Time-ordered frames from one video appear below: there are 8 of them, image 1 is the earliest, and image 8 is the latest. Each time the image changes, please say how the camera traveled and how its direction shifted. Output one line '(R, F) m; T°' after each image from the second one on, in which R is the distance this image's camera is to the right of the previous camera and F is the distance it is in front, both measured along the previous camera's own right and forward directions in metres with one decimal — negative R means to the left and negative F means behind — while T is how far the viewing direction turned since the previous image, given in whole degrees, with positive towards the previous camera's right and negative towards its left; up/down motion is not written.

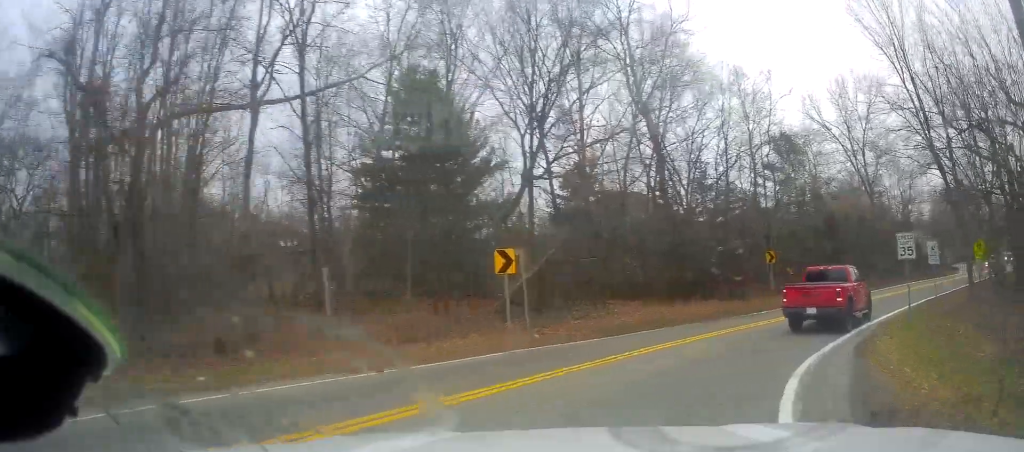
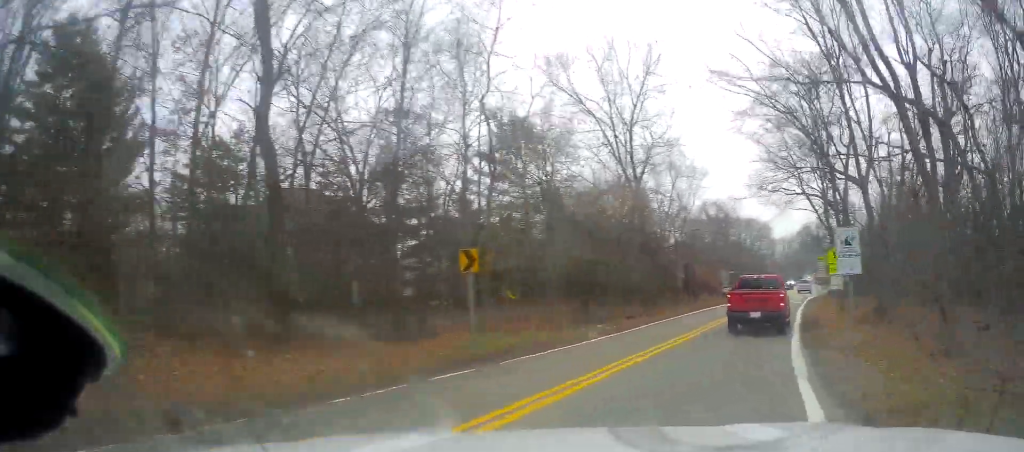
(+3.5, +12.7) m; +28°
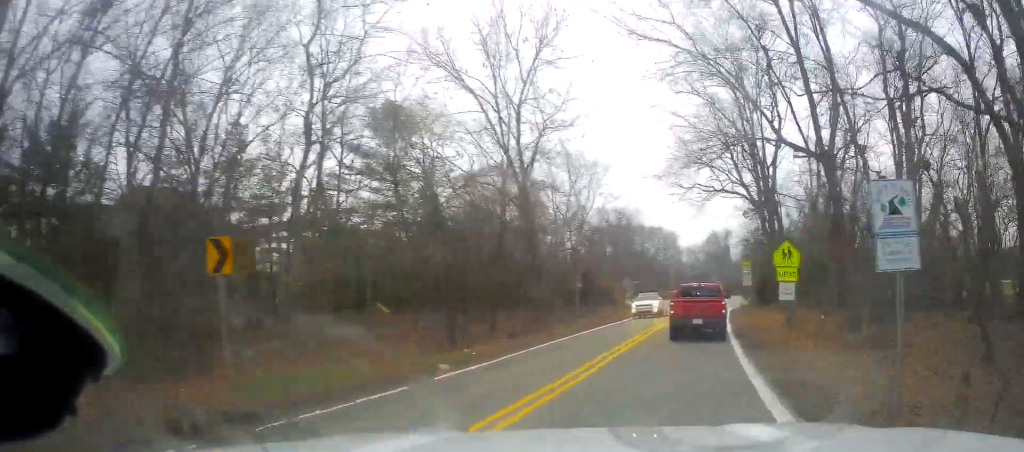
(+0.2, +5.9) m; +6°
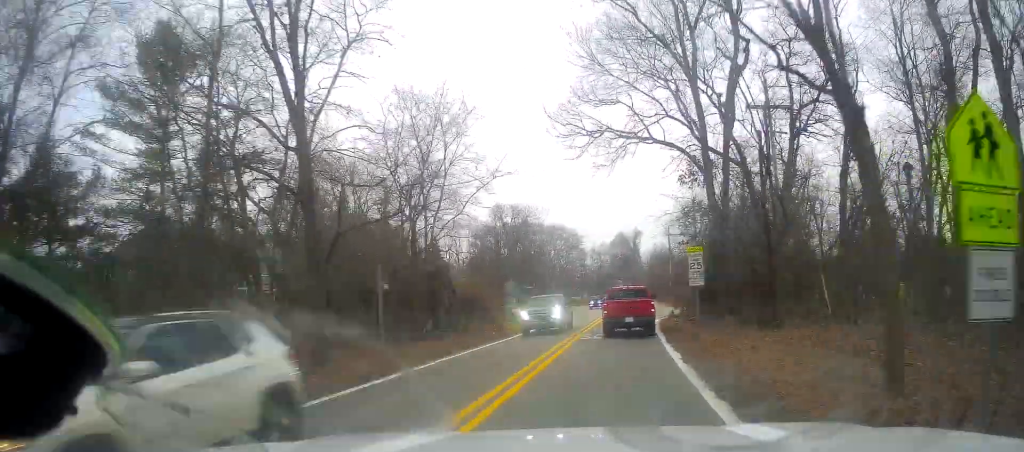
(+1.6, +13.1) m; +16°
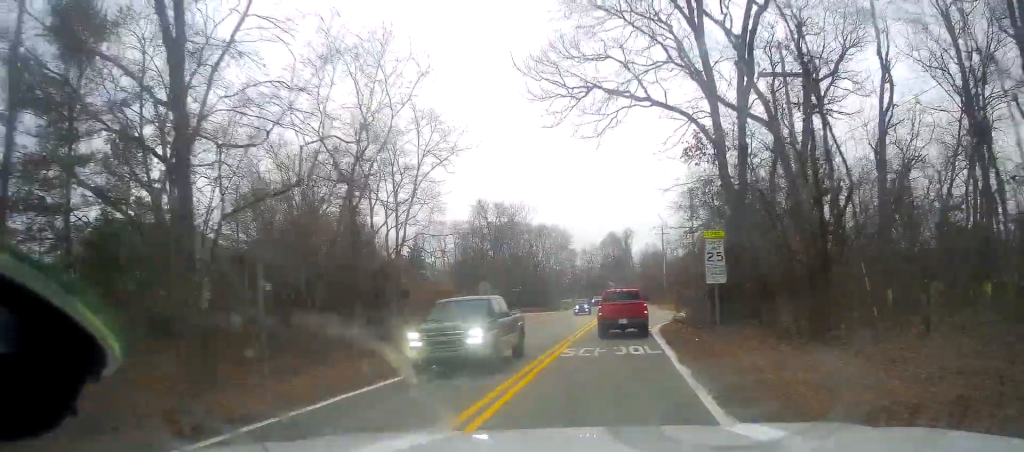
(+0.4, +5.0) m; +2°
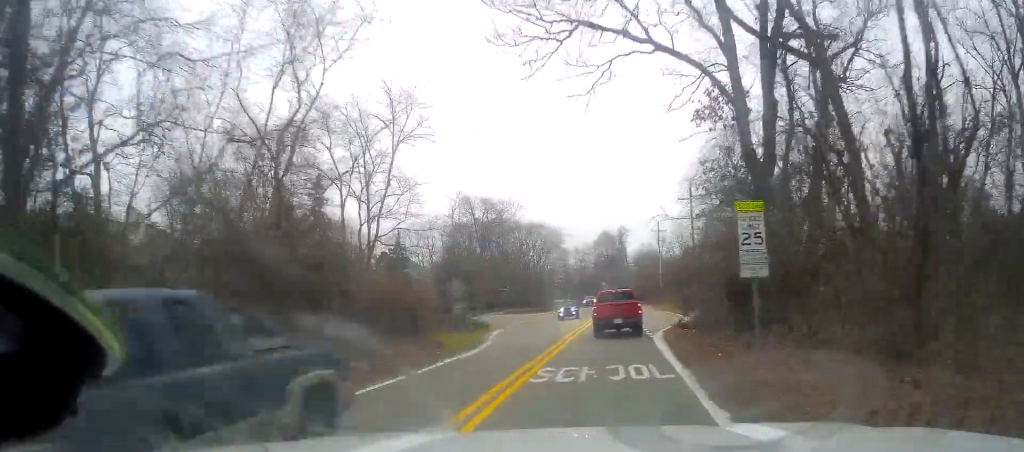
(+0.1, +4.3) m; +2°
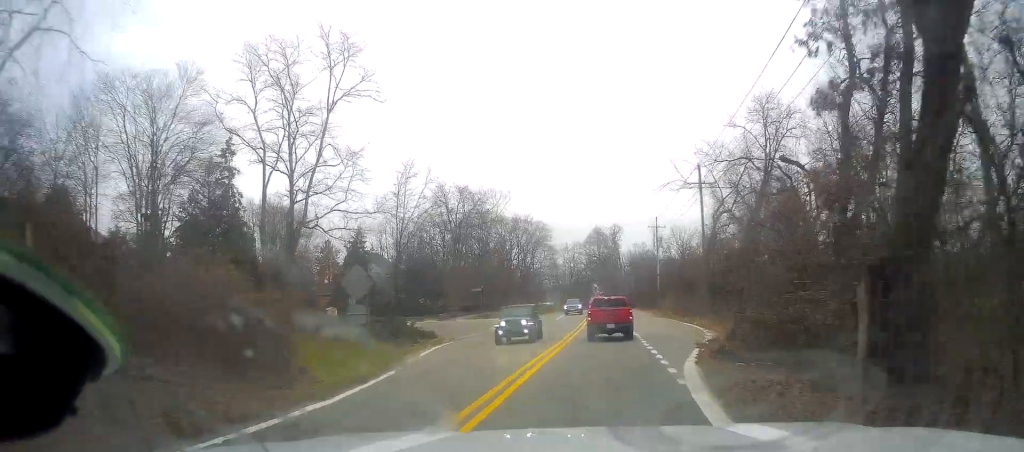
(+0.1, +11.1) m; 0°
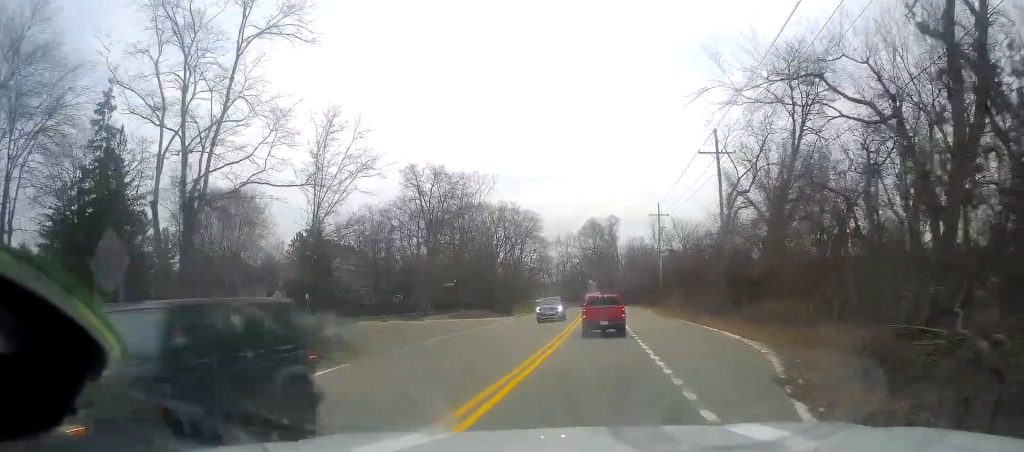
(0.0, +10.8) m; 0°
